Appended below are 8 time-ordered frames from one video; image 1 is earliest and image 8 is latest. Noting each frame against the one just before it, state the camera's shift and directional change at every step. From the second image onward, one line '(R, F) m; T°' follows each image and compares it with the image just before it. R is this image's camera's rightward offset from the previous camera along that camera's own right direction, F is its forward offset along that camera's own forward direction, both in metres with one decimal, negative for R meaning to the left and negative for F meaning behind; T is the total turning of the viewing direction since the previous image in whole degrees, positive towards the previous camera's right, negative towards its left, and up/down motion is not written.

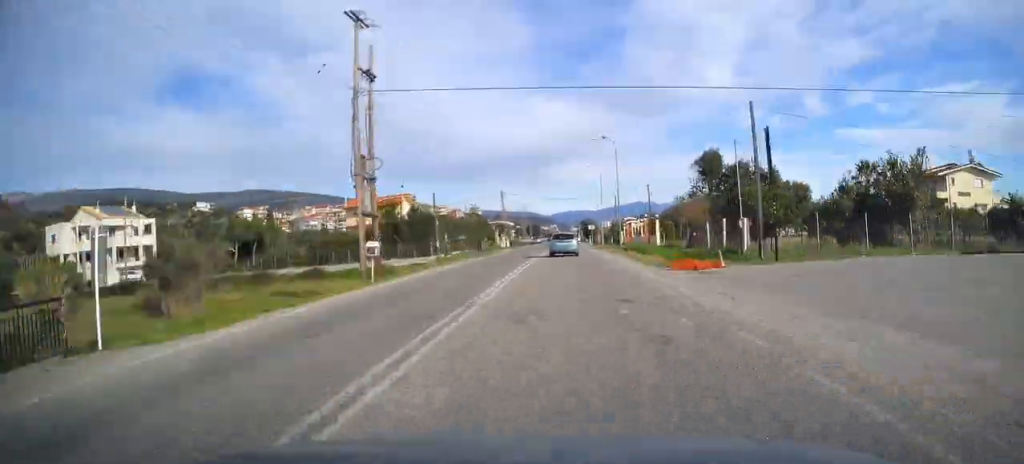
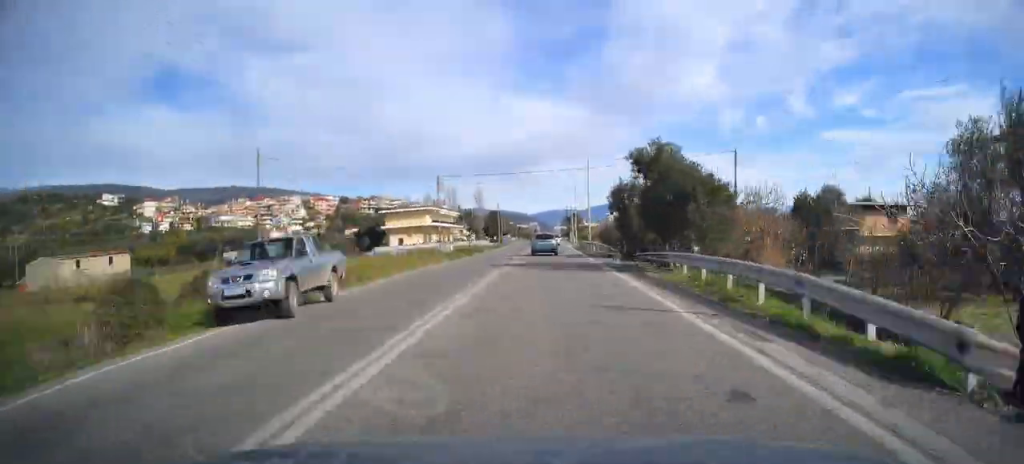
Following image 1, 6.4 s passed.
(+4.1, +106.6) m; +2°
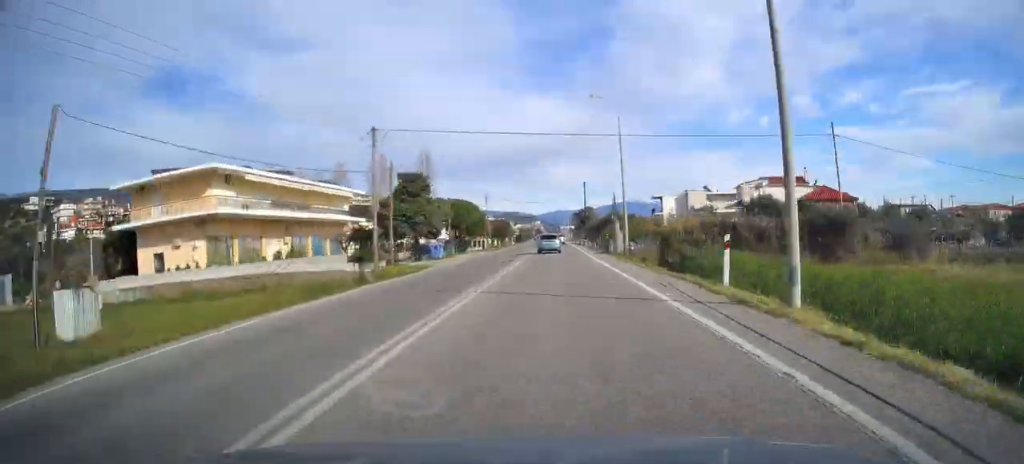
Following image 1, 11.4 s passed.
(0.0, +82.0) m; 0°
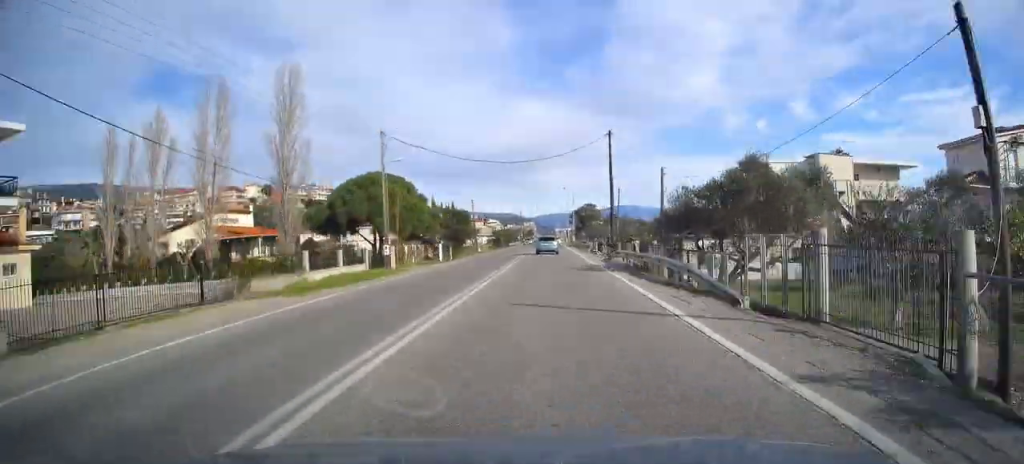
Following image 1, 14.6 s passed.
(0.0, +52.0) m; 0°
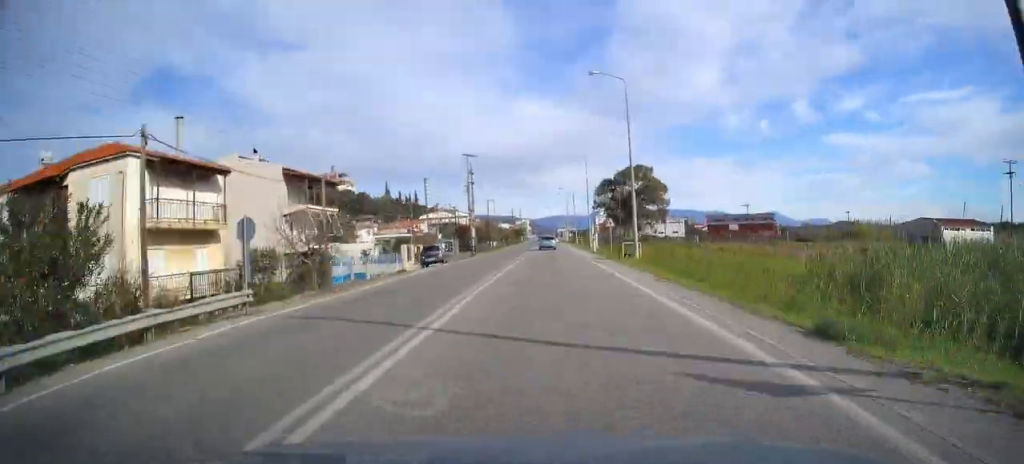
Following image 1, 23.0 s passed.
(-0.3, +137.3) m; 0°
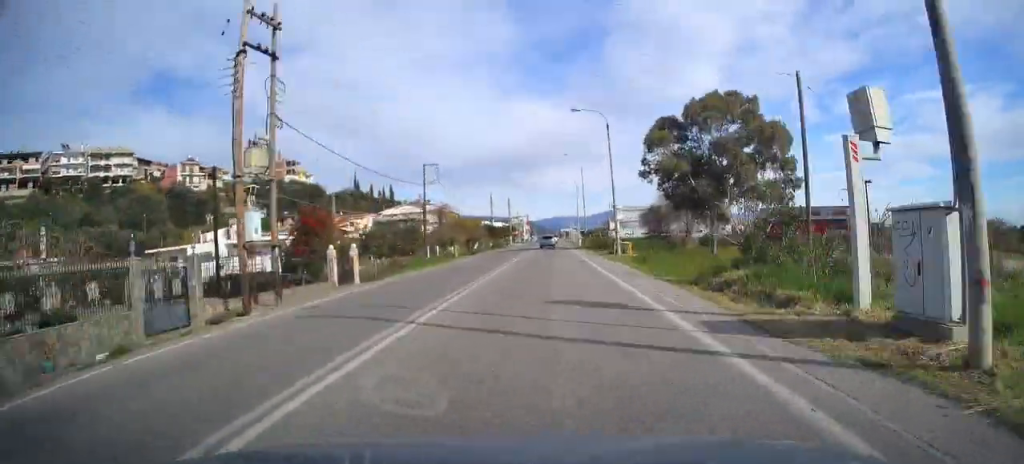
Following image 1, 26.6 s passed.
(-0.2, +60.1) m; 0°
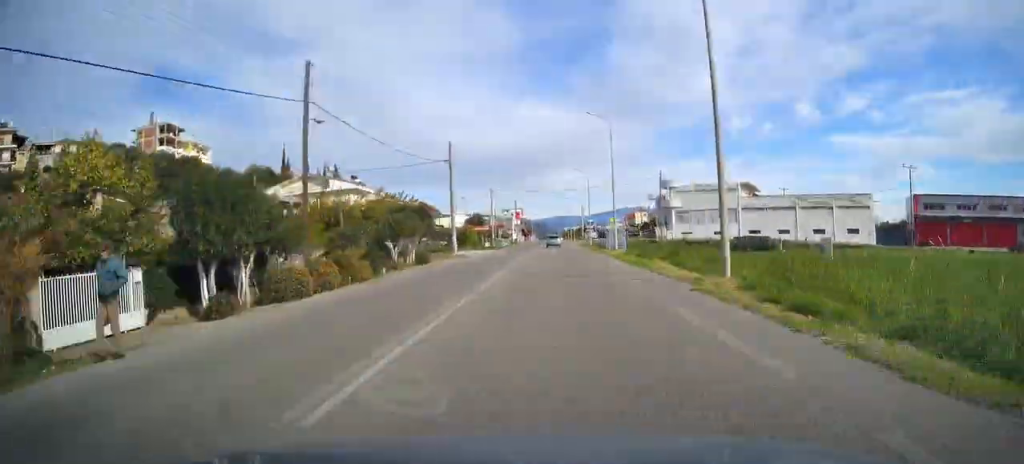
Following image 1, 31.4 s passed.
(0.0, +81.9) m; 0°
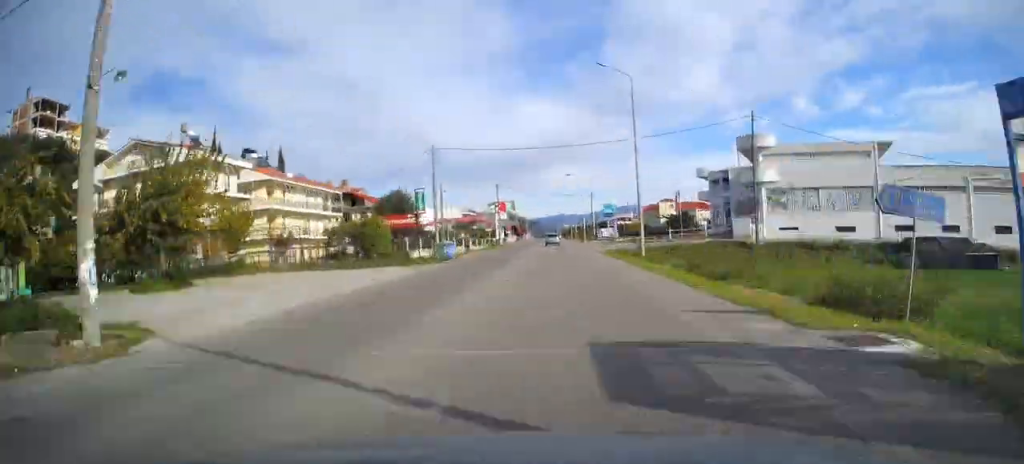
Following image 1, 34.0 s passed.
(0.0, +44.9) m; 0°
